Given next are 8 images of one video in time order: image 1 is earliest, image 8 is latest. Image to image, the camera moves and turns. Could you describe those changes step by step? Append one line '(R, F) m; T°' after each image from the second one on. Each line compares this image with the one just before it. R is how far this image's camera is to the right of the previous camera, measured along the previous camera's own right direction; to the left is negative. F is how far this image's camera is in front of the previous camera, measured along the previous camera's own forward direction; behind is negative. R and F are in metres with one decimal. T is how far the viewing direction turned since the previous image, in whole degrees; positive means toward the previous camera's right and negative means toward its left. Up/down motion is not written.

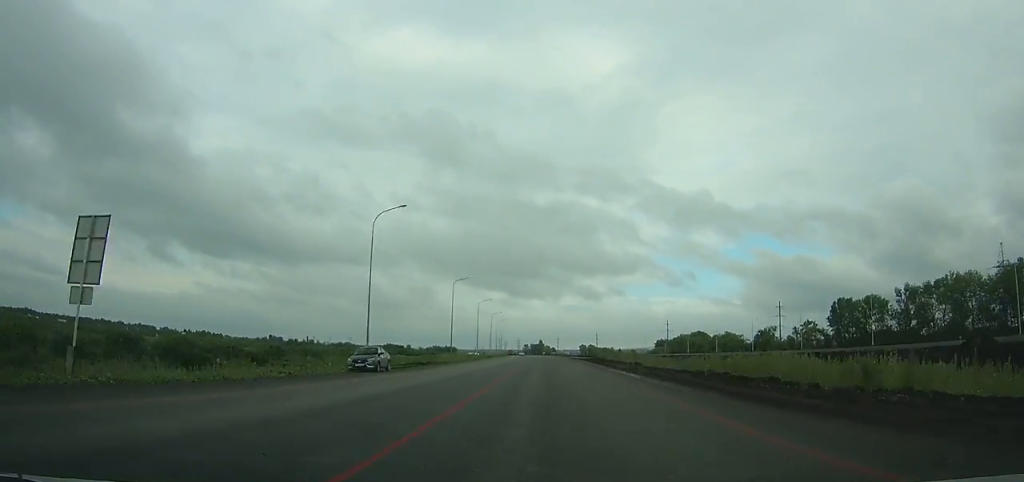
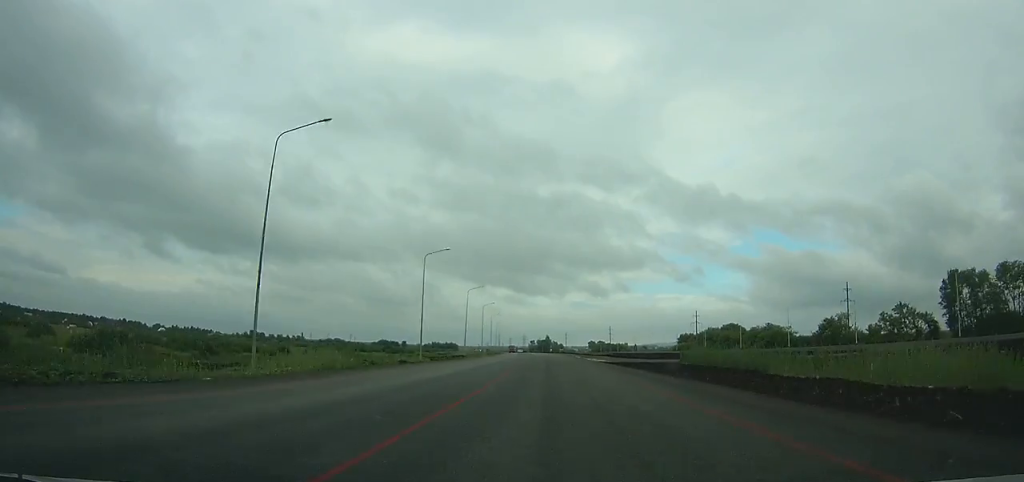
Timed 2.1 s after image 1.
(-0.3, +52.4) m; -1°
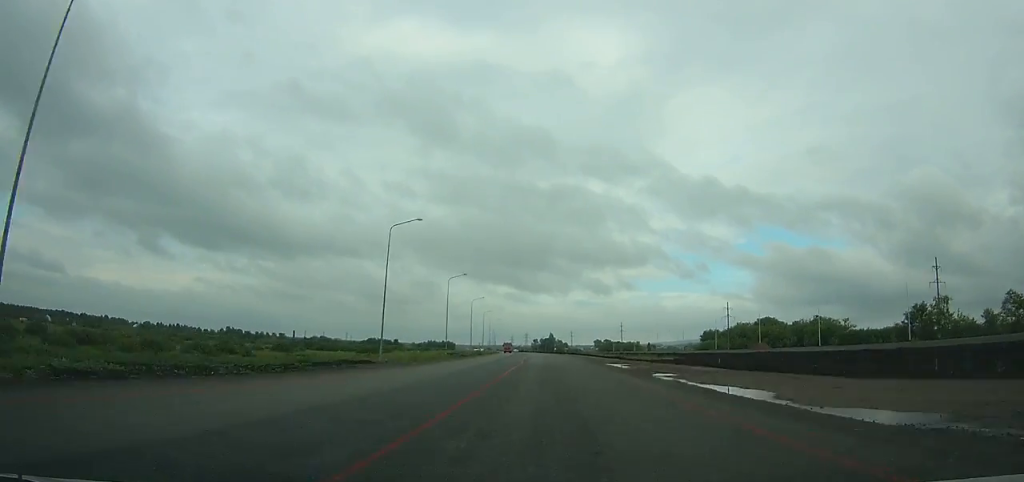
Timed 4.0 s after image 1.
(-0.2, +47.7) m; -1°
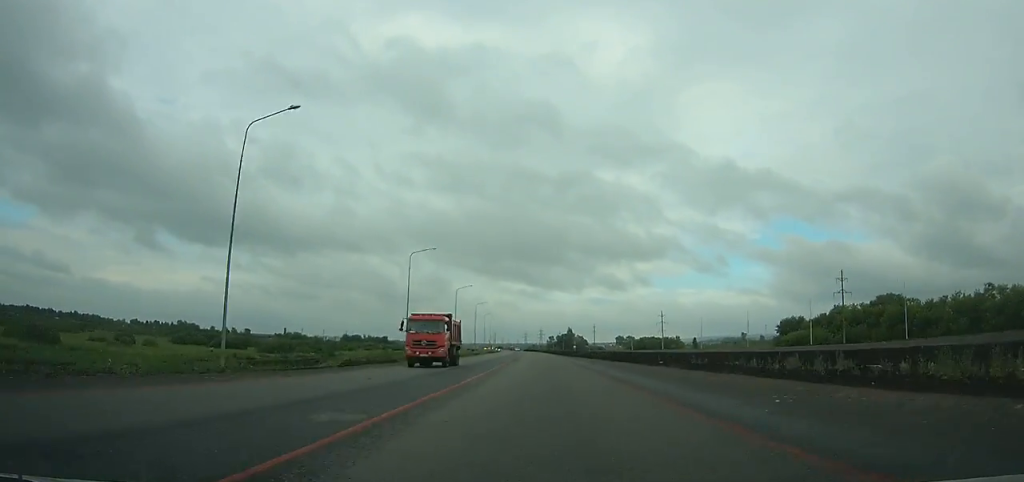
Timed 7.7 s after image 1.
(-1.1, +93.7) m; -2°
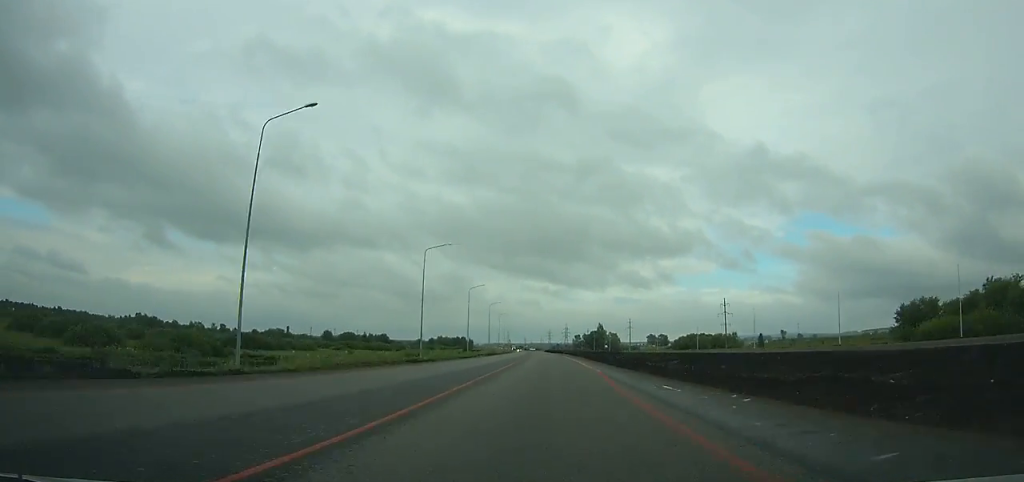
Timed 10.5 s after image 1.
(-1.0, +70.8) m; -2°
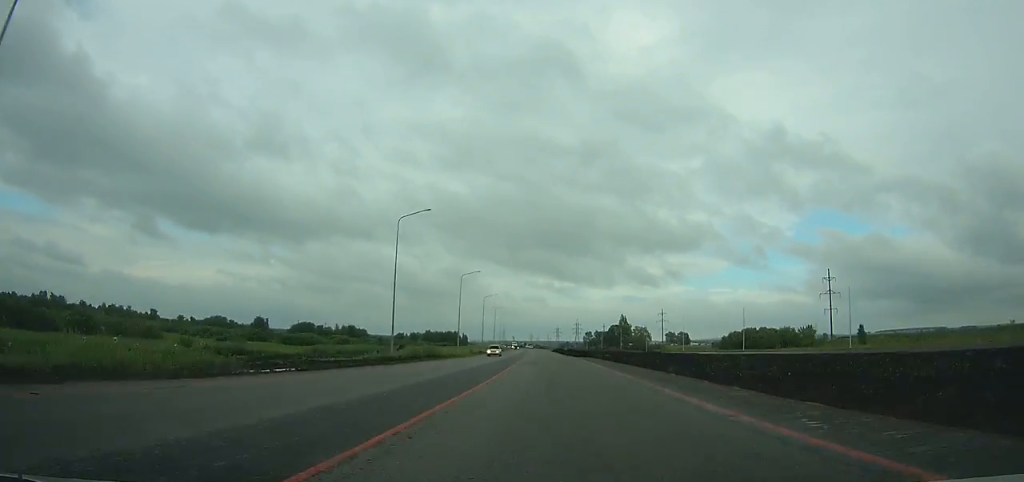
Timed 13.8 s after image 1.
(-1.5, +83.3) m; -2°
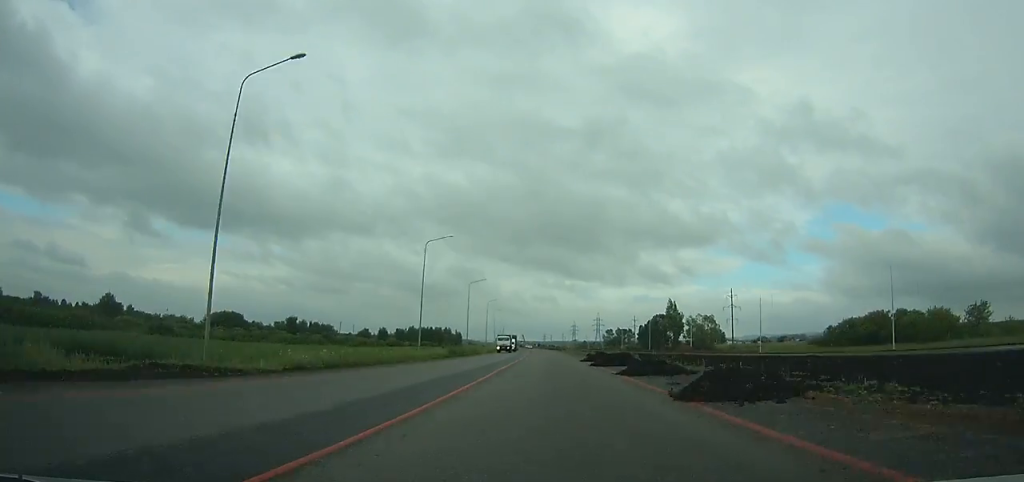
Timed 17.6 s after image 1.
(-0.9, +95.8) m; -1°
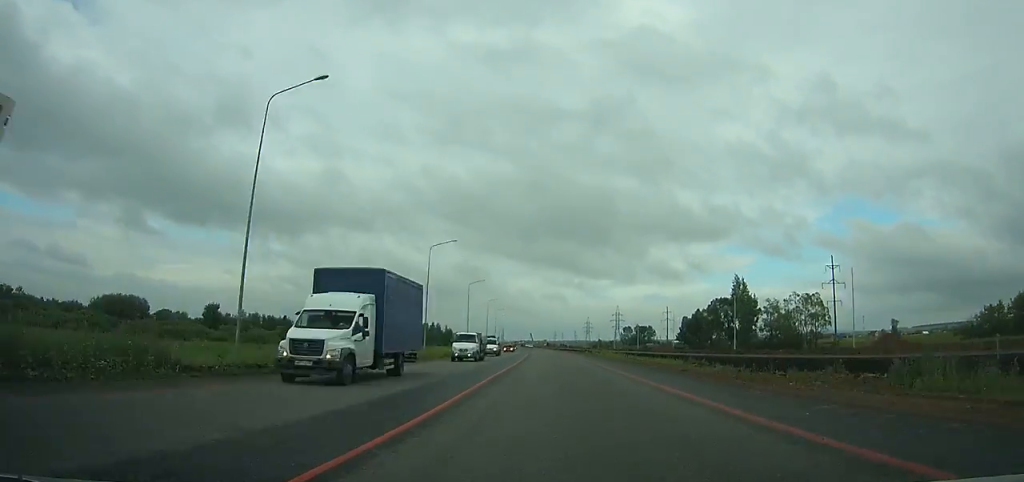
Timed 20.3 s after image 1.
(-0.6, +68.2) m; -1°
